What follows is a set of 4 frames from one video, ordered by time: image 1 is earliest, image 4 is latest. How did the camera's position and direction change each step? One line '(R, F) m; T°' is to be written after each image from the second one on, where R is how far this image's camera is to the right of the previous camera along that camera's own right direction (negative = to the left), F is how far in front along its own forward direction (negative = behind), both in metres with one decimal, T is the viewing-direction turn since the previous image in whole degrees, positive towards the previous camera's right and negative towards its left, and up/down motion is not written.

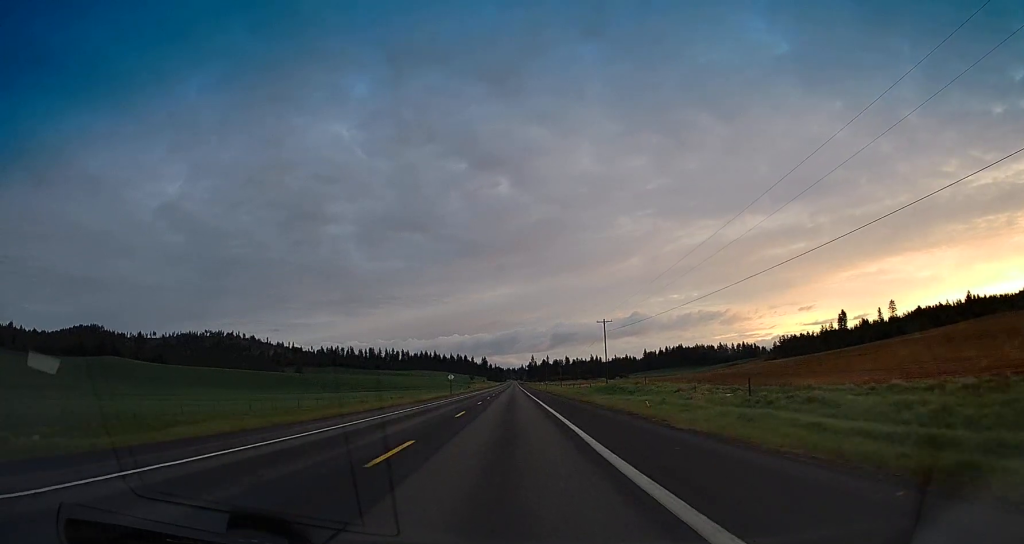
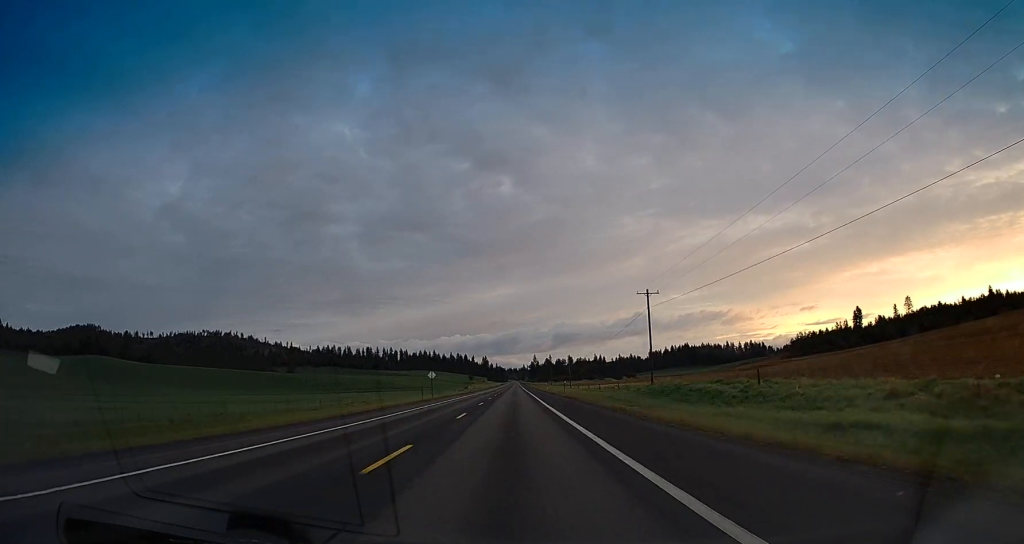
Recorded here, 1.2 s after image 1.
(-0.2, +30.1) m; -1°
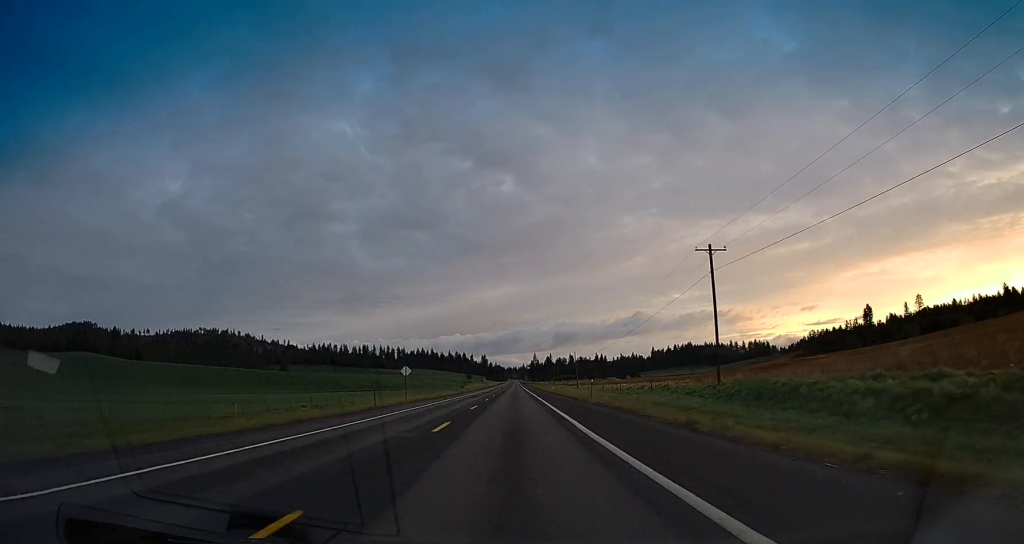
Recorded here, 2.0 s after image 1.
(0.0, +24.3) m; -1°
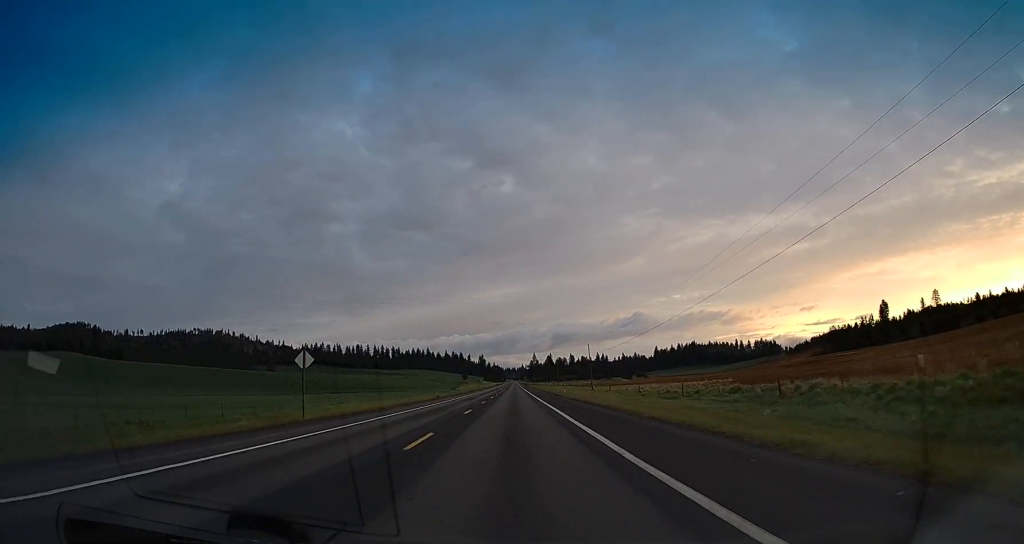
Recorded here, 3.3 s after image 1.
(-0.4, +36.3) m; 0°
